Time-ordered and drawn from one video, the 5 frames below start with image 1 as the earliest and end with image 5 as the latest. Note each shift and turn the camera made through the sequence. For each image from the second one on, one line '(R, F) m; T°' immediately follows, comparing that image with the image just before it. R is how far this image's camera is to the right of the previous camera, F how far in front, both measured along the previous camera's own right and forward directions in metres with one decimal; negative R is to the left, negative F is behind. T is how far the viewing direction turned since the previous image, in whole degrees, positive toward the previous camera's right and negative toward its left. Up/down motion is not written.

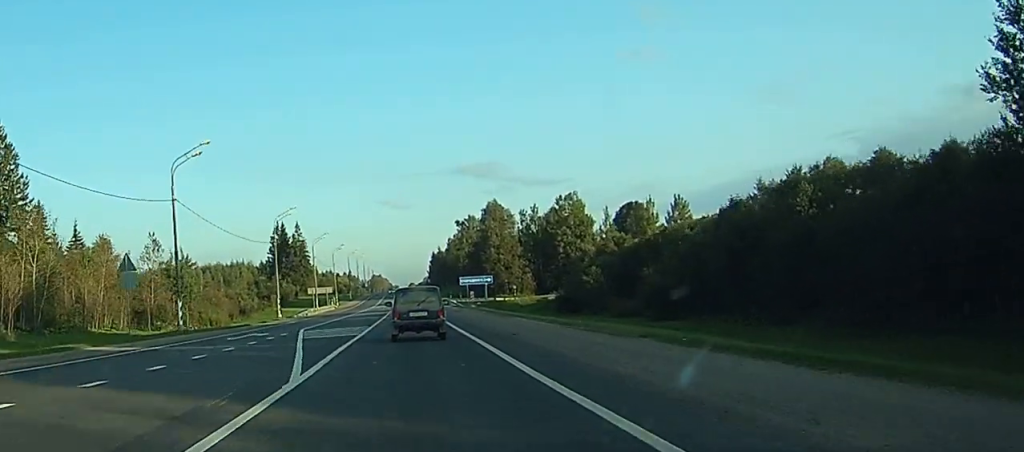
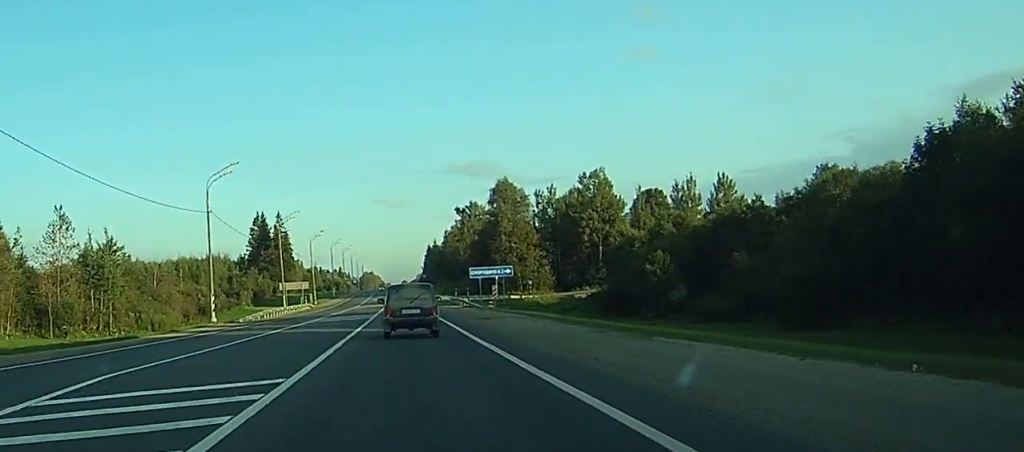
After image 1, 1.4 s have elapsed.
(+0.4, +29.4) m; +1°
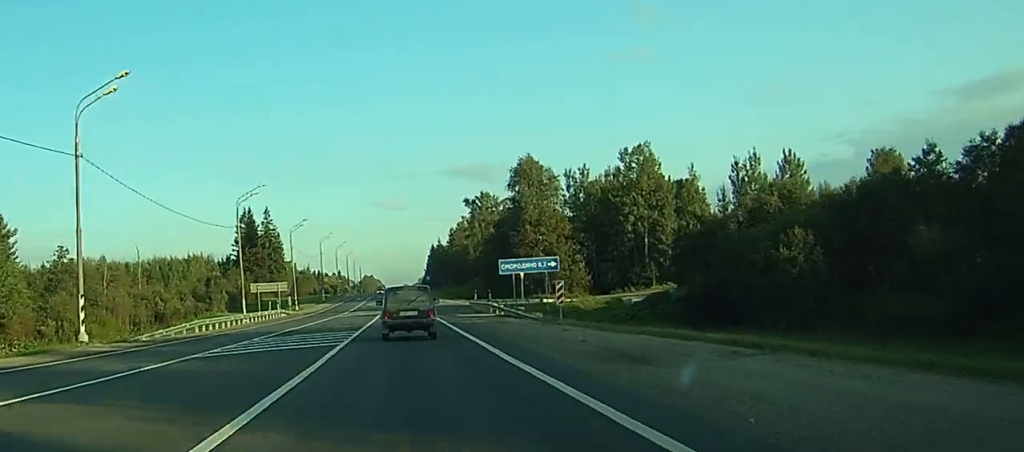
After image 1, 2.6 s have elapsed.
(+0.1, +27.2) m; +1°
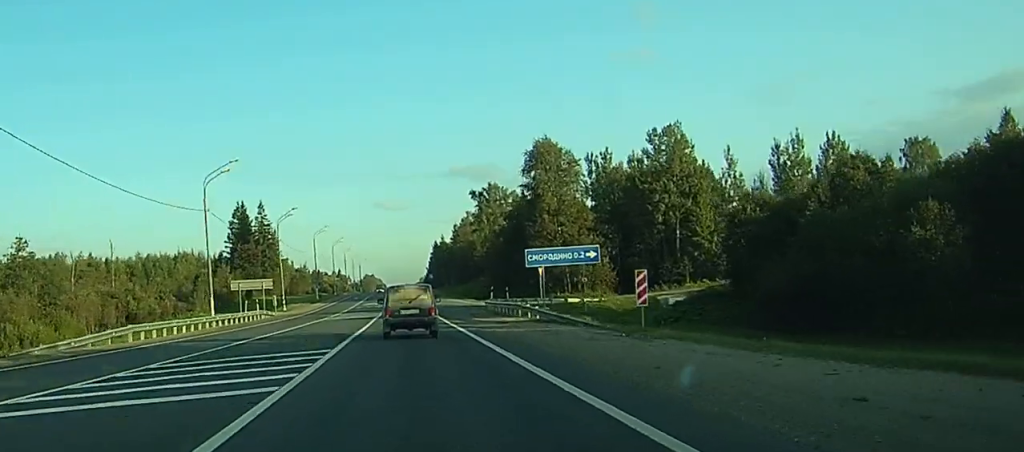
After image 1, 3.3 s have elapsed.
(+0.1, +13.6) m; 0°
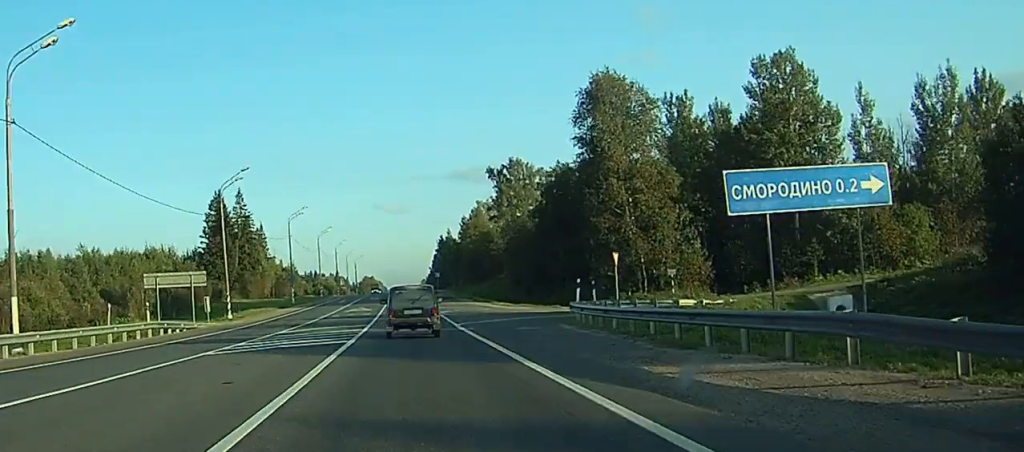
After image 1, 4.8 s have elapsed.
(-0.1, +33.6) m; 0°
